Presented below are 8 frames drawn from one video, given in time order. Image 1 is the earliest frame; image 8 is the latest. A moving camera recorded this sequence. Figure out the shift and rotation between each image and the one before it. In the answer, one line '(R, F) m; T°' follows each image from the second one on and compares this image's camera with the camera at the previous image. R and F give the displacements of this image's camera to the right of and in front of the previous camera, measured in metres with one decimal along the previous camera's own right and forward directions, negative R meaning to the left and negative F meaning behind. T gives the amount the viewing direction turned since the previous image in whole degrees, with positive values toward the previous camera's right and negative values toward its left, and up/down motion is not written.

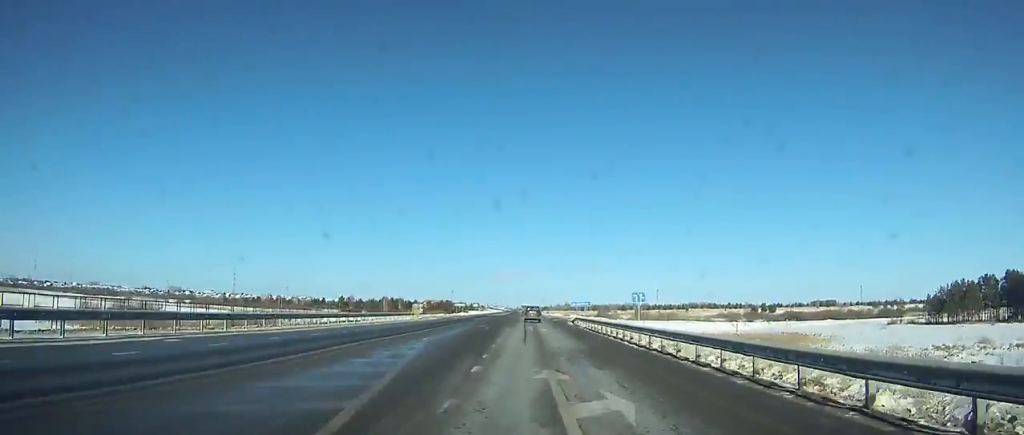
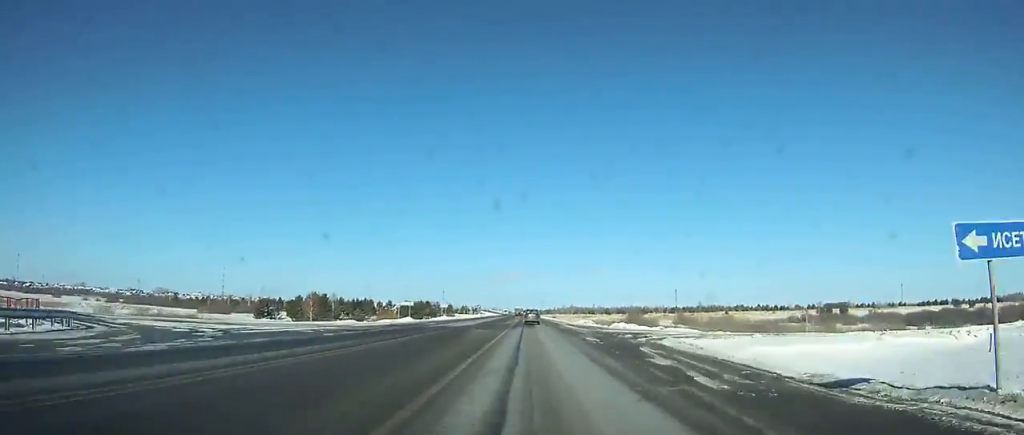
(-0.2, +68.0) m; 0°
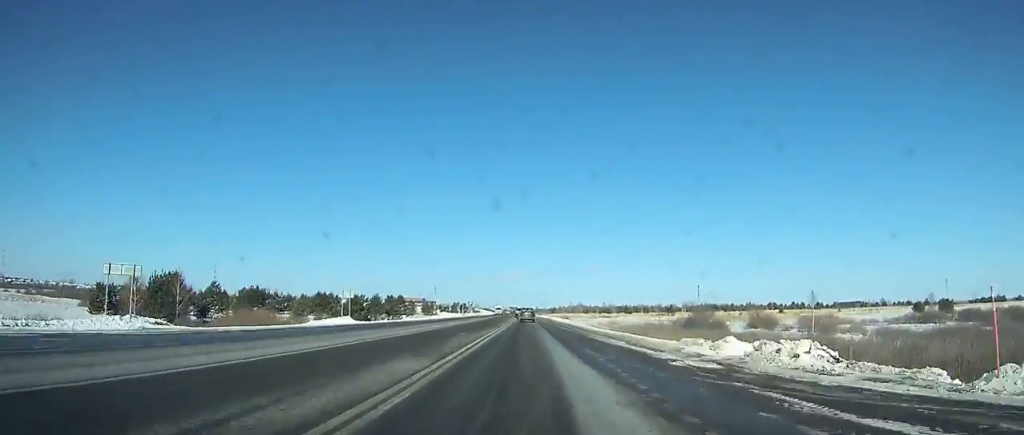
(-0.3, +59.2) m; -1°
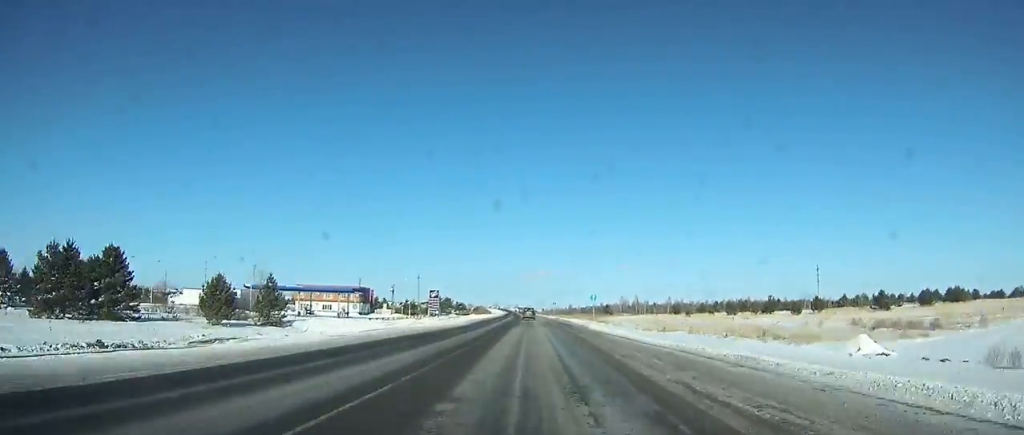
(-3.6, +155.8) m; -2°
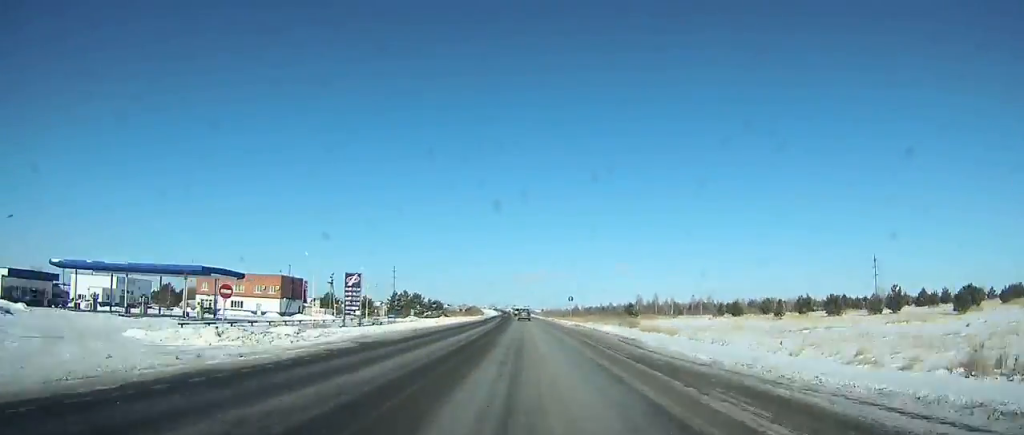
(+0.3, +53.9) m; 0°
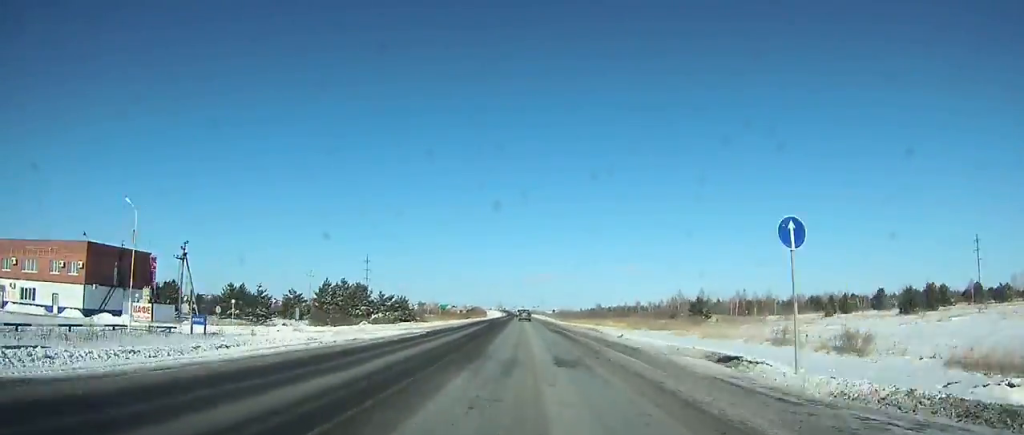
(-0.1, +59.4) m; -1°
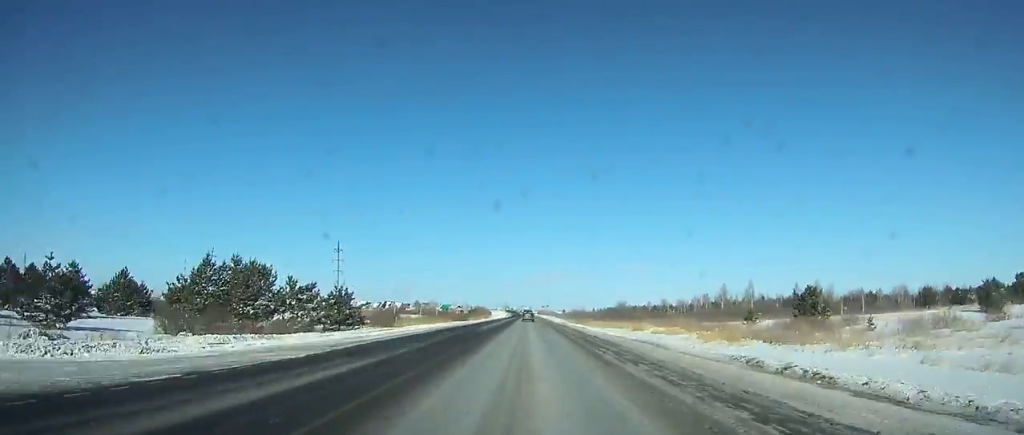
(-0.4, +39.5) m; 0°
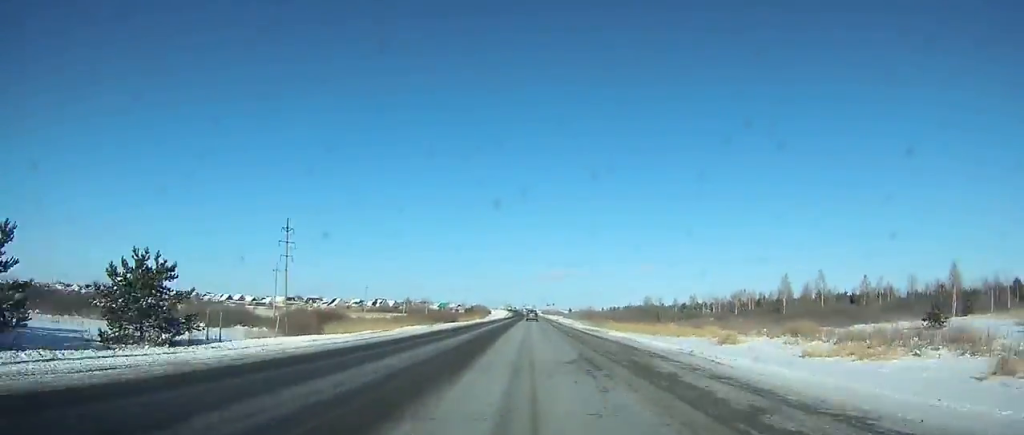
(-0.2, +37.5) m; 0°
